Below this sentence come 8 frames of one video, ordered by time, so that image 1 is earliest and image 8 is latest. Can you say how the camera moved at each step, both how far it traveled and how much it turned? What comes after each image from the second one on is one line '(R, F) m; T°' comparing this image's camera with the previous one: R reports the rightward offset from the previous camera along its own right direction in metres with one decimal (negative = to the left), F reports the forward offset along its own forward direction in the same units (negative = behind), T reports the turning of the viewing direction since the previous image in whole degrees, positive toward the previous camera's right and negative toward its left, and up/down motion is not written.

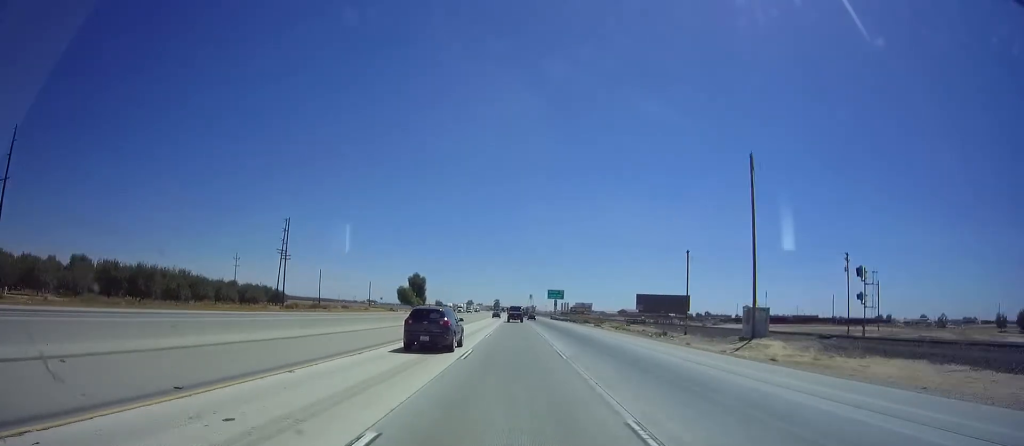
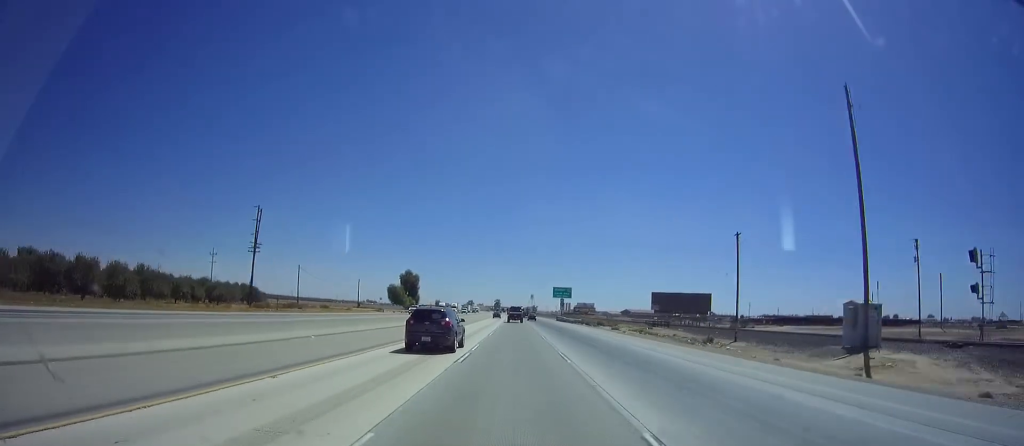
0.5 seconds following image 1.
(0.0, +15.7) m; 0°
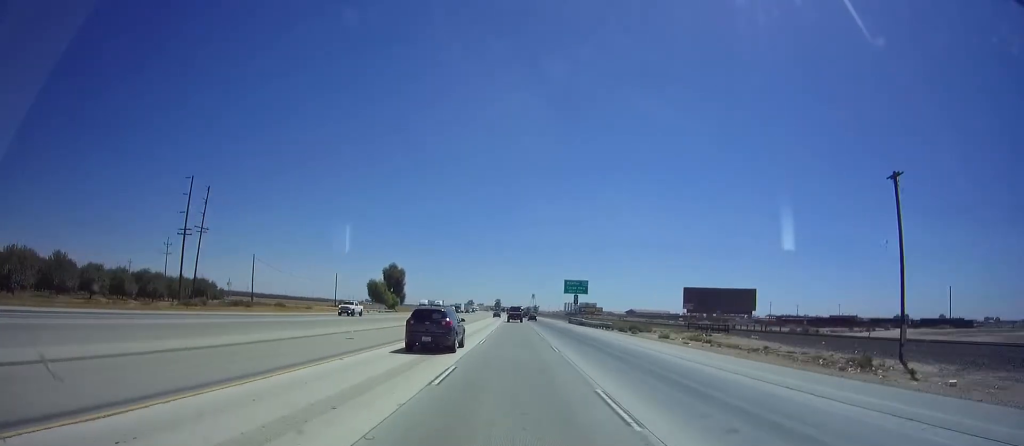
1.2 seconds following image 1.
(-0.4, +24.6) m; 0°
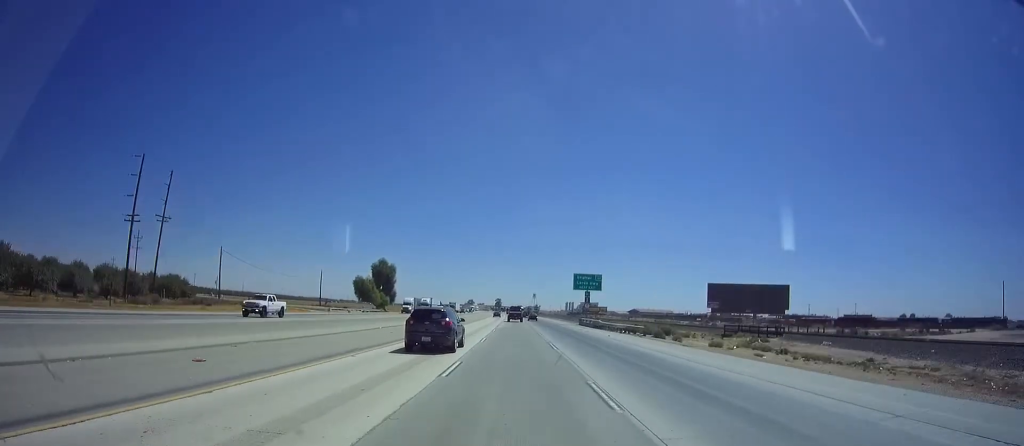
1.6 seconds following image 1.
(+0.1, +13.3) m; 0°
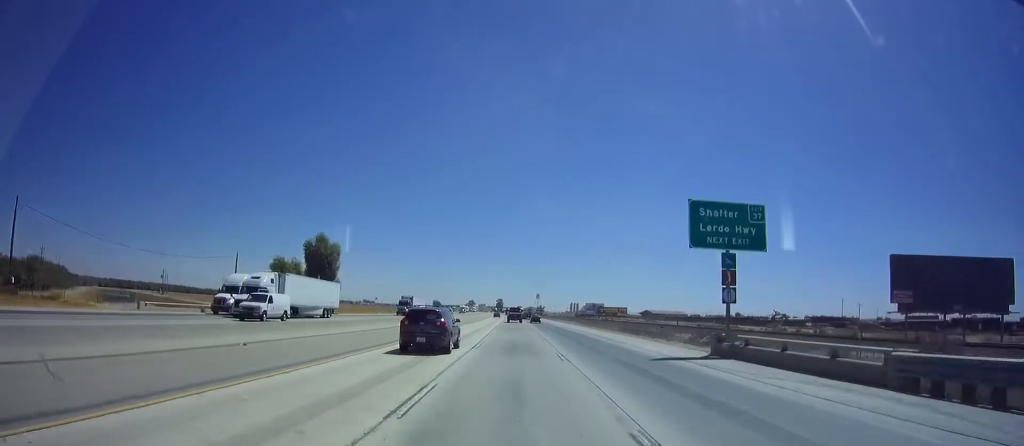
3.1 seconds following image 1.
(+0.4, +48.6) m; 0°
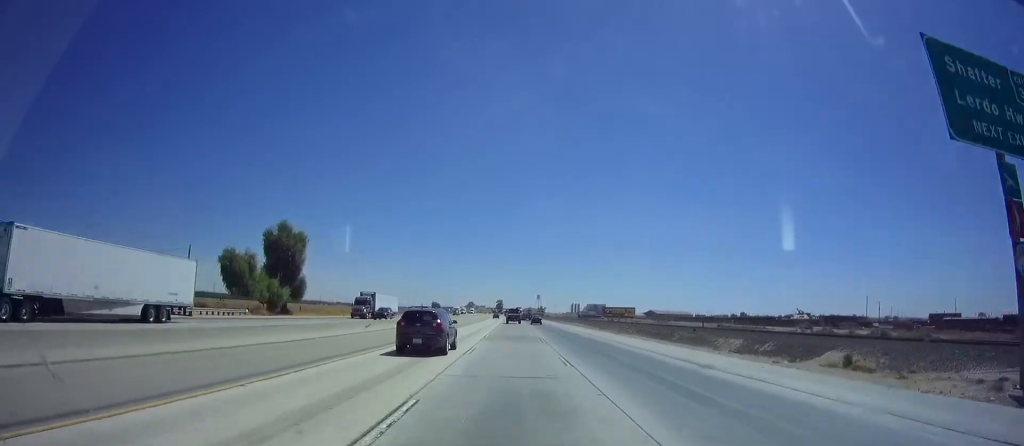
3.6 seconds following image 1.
(-0.1, +16.6) m; 0°
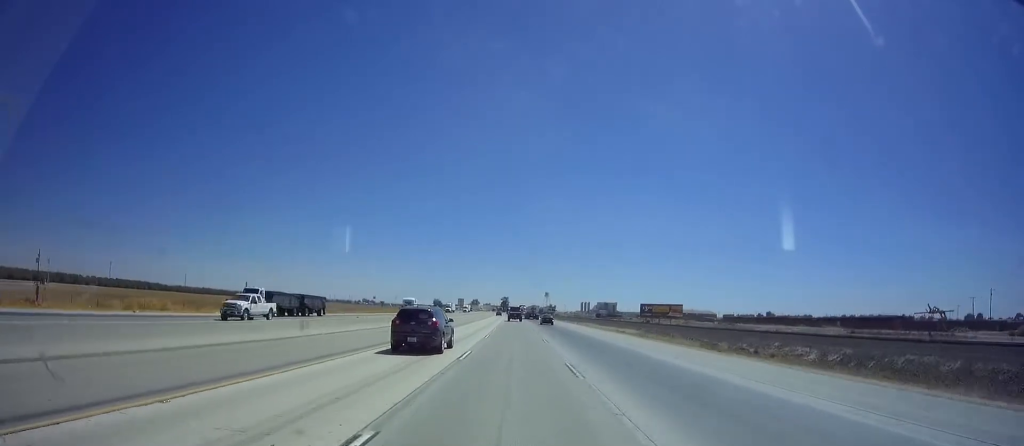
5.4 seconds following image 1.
(-0.1, +60.7) m; 0°
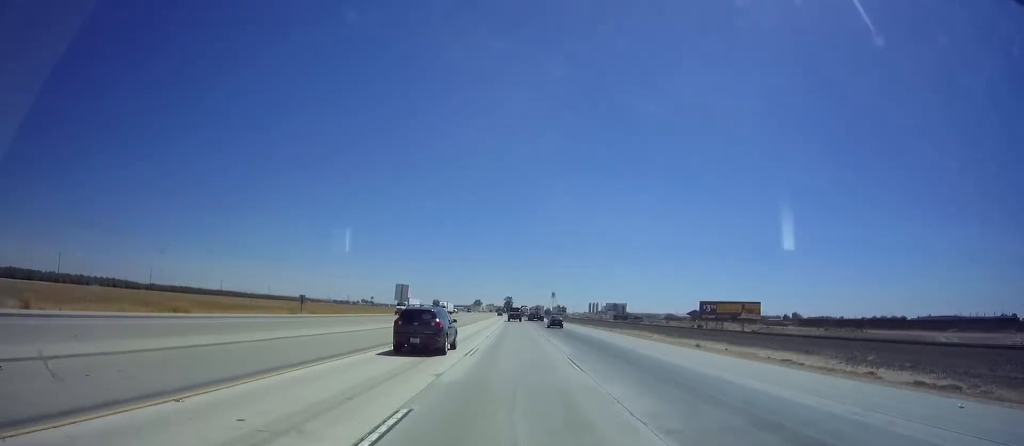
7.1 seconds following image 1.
(-0.3, +56.2) m; -1°
